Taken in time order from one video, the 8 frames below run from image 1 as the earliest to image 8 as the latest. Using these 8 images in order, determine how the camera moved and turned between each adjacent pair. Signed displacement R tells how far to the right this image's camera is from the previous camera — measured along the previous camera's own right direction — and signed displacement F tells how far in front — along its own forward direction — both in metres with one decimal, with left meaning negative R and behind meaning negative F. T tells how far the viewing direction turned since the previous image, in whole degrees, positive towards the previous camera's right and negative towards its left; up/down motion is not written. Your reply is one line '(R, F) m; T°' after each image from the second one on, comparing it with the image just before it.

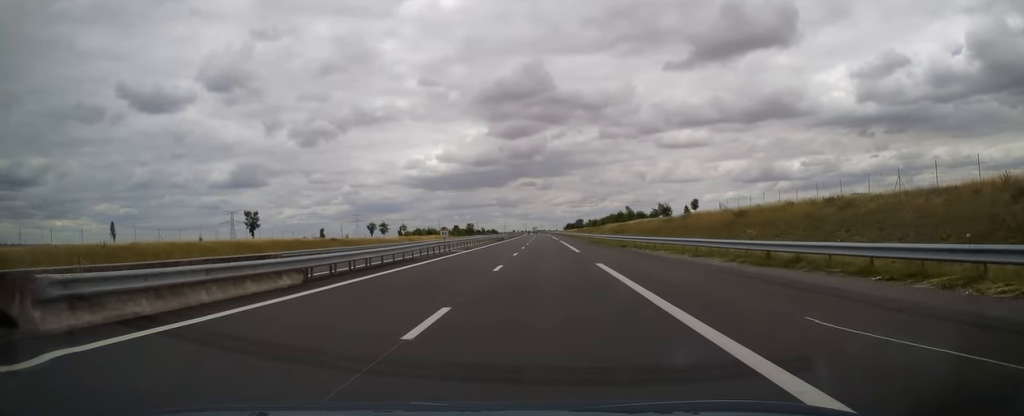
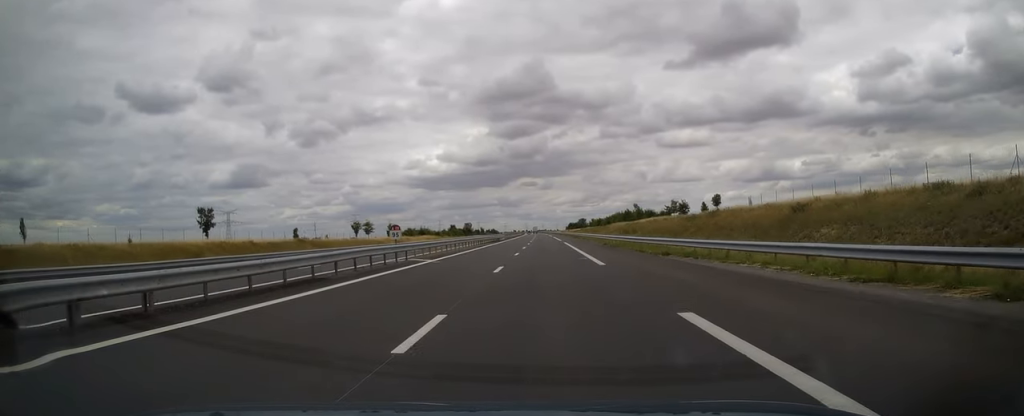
(+0.2, +13.7) m; 0°
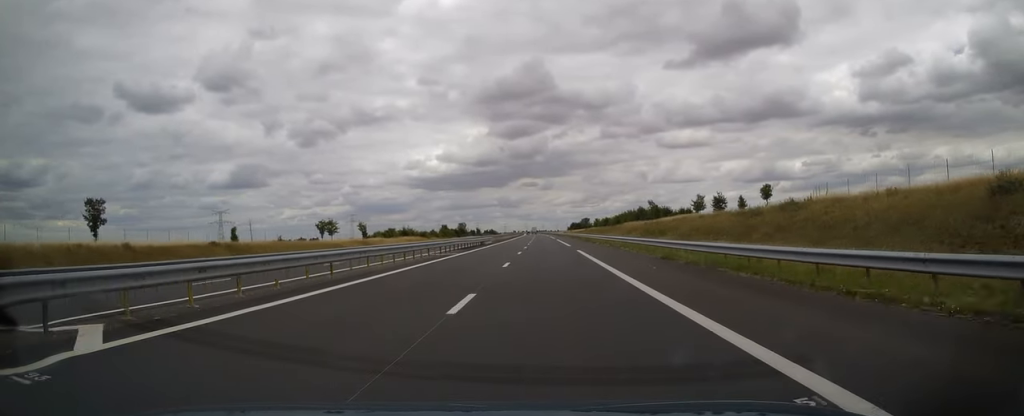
(+0.1, +22.5) m; 0°
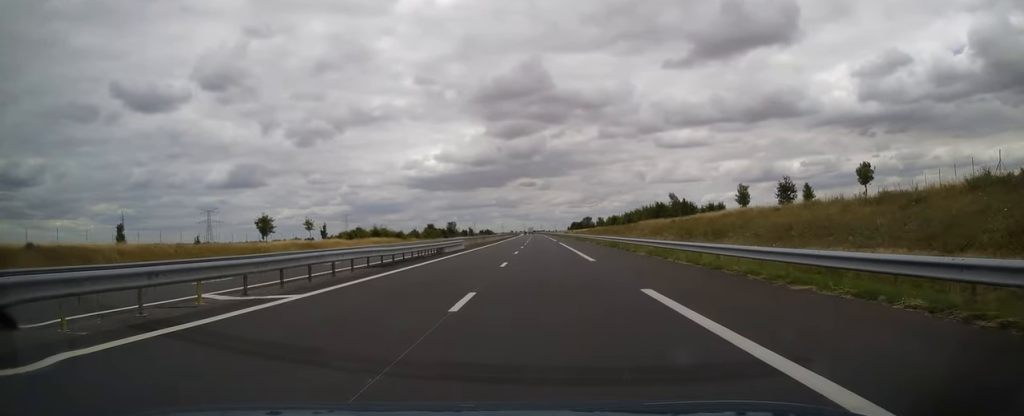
(-0.2, +25.4) m; 0°
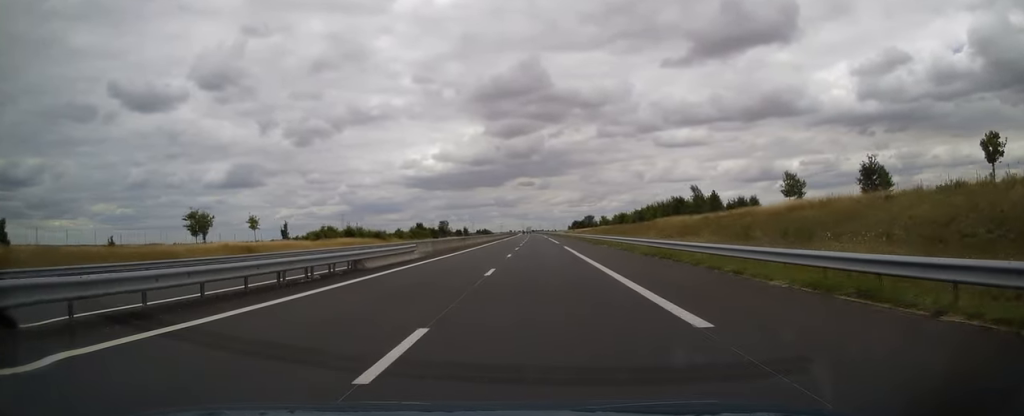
(+0.3, +17.6) m; 0°
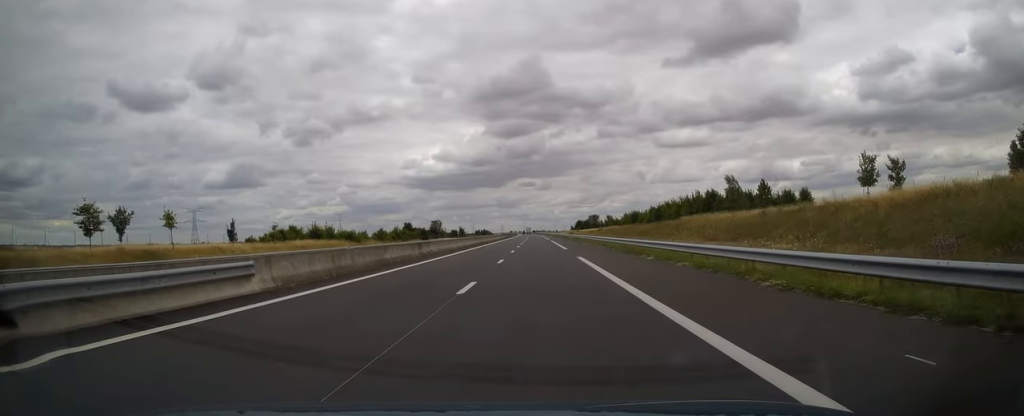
(-0.1, +18.1) m; 0°
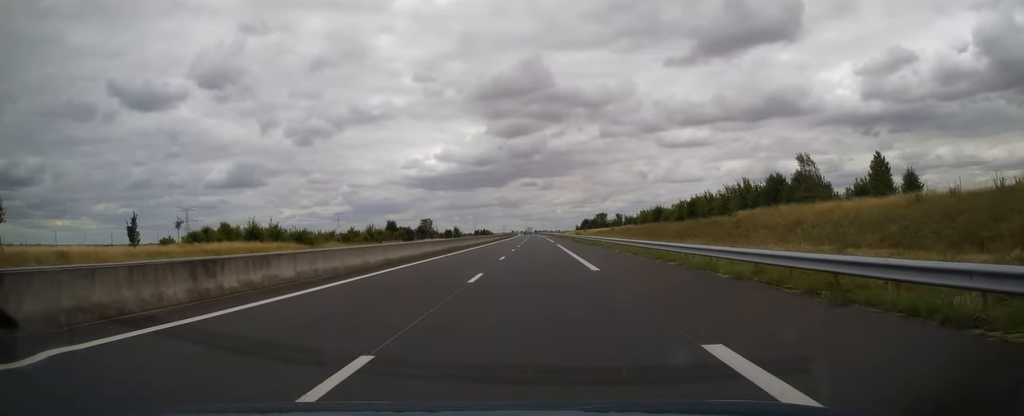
(-0.2, +22.5) m; 0°
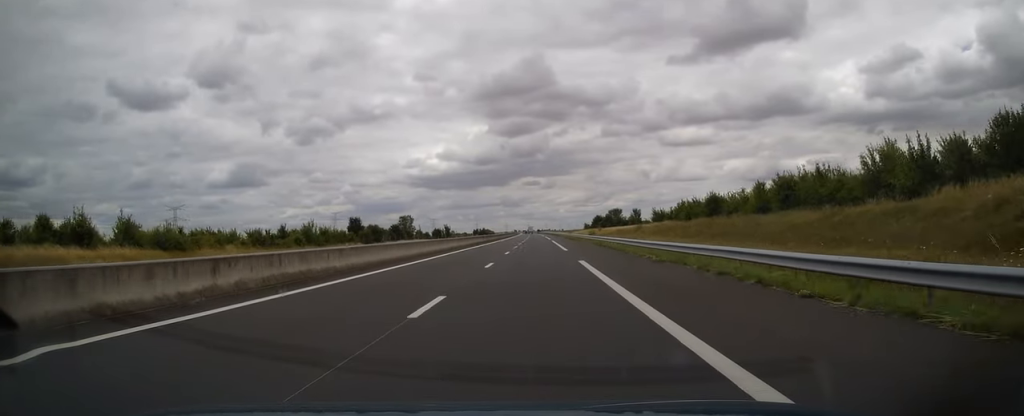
(+0.2, +32.8) m; +1°
